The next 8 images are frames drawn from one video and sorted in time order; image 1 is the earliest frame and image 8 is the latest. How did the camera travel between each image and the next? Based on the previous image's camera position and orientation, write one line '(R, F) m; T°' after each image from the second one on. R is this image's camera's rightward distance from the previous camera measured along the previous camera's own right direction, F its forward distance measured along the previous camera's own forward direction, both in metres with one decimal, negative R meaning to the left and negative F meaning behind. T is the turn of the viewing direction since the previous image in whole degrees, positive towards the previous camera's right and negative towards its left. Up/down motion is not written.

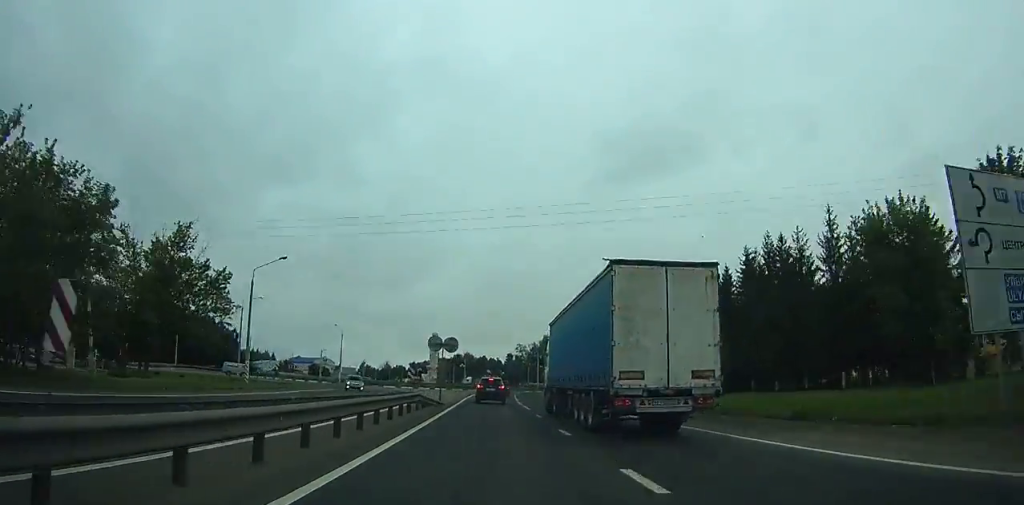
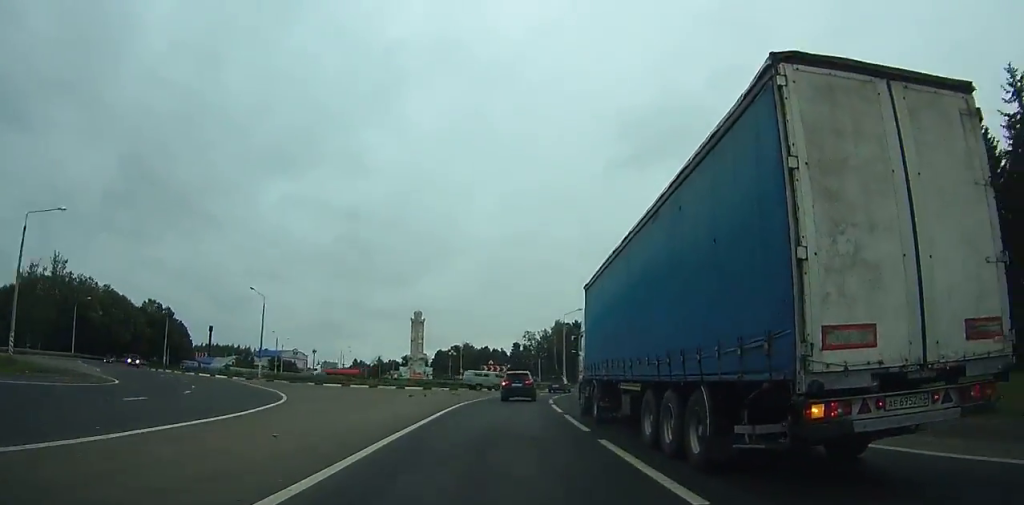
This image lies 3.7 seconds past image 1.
(-0.1, +39.0) m; 0°
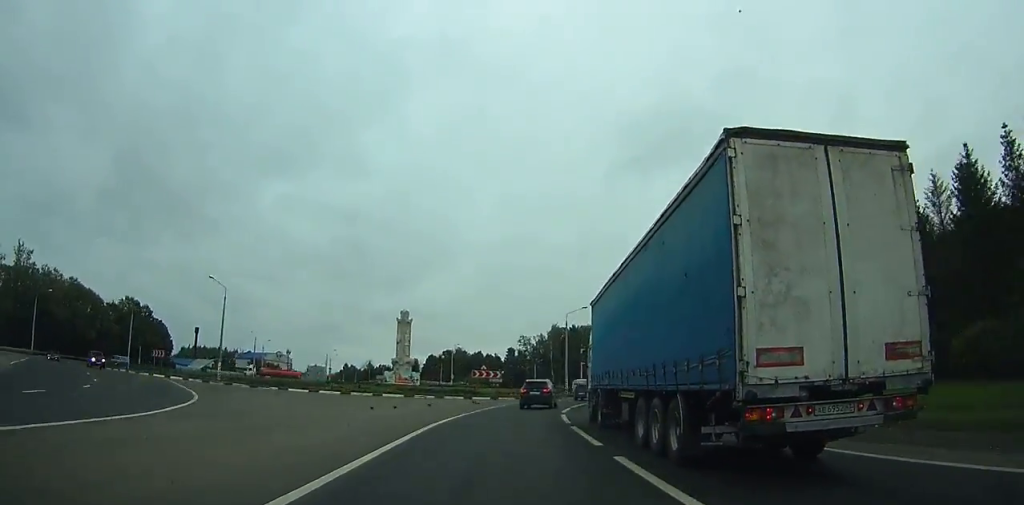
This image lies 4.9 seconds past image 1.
(-0.1, +11.6) m; +1°
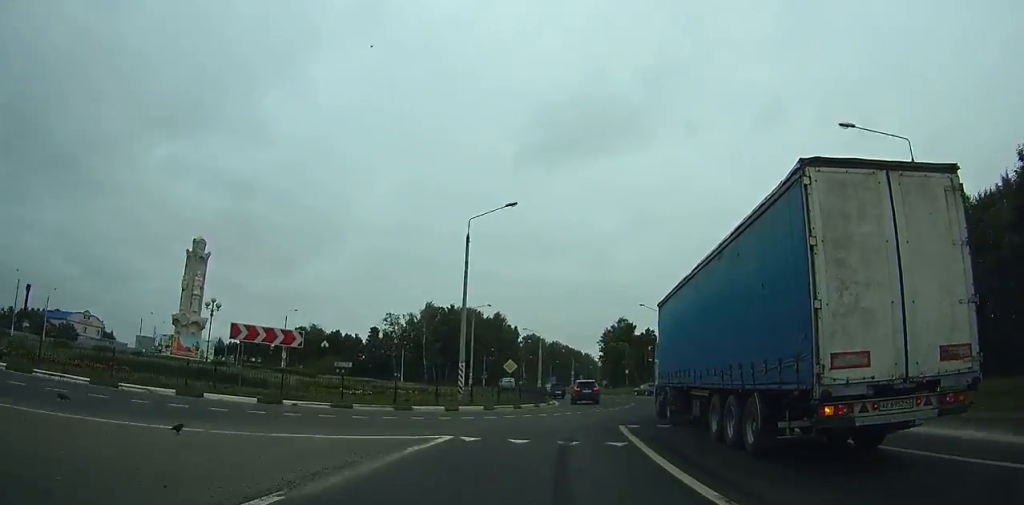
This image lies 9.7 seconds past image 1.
(+2.2, +43.0) m; +10°
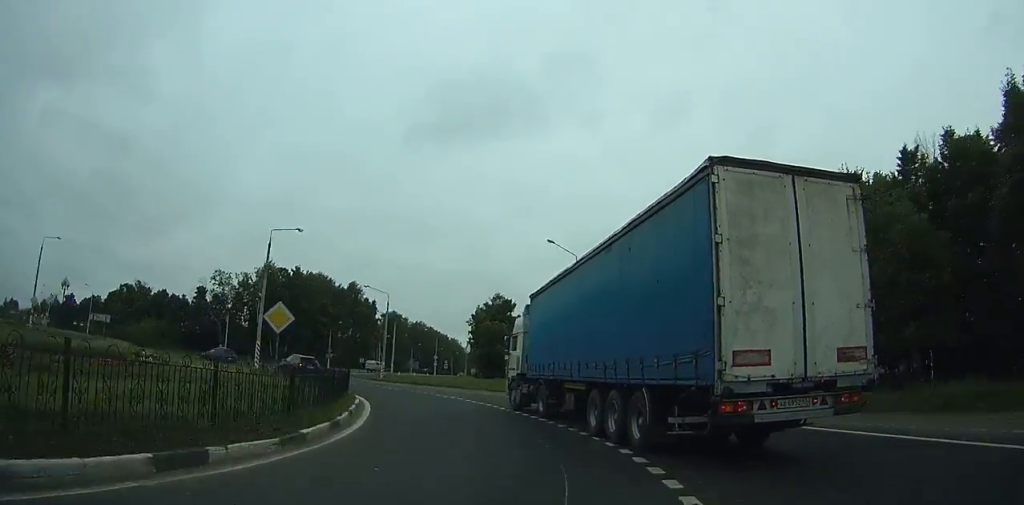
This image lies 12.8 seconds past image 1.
(+2.7, +25.6) m; +8°
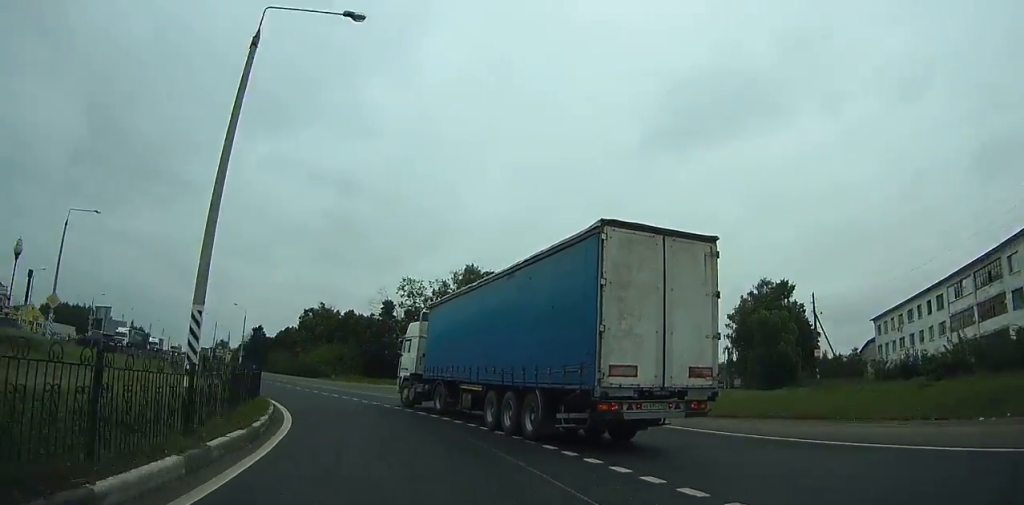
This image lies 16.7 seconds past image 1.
(-0.2, +31.7) m; -14°
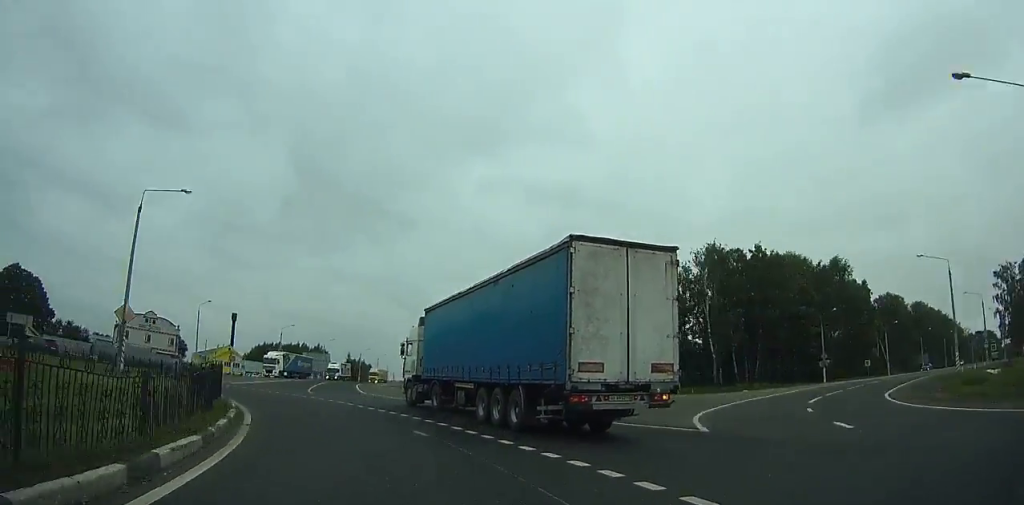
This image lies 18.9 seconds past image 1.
(-2.1, +18.0) m; -18°
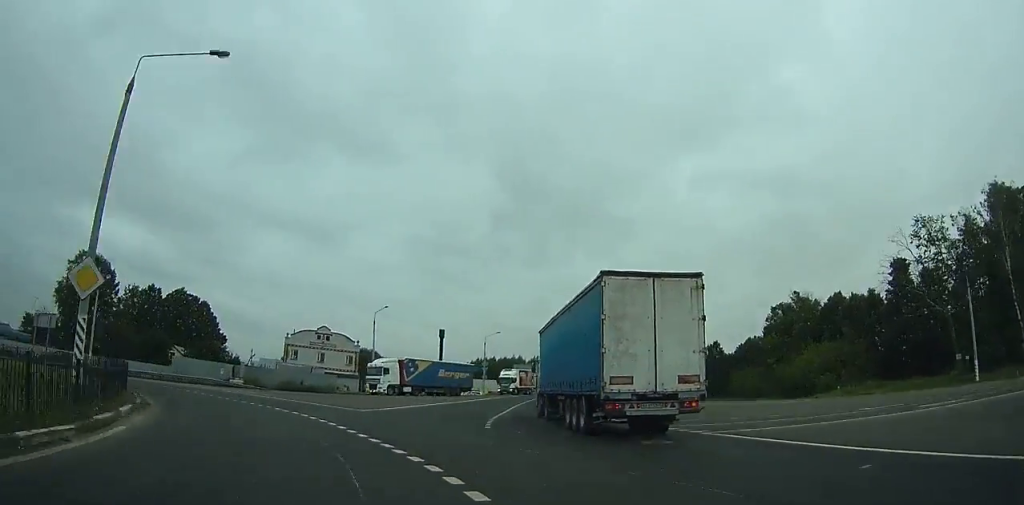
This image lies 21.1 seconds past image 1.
(-2.5, +19.4) m; -19°
